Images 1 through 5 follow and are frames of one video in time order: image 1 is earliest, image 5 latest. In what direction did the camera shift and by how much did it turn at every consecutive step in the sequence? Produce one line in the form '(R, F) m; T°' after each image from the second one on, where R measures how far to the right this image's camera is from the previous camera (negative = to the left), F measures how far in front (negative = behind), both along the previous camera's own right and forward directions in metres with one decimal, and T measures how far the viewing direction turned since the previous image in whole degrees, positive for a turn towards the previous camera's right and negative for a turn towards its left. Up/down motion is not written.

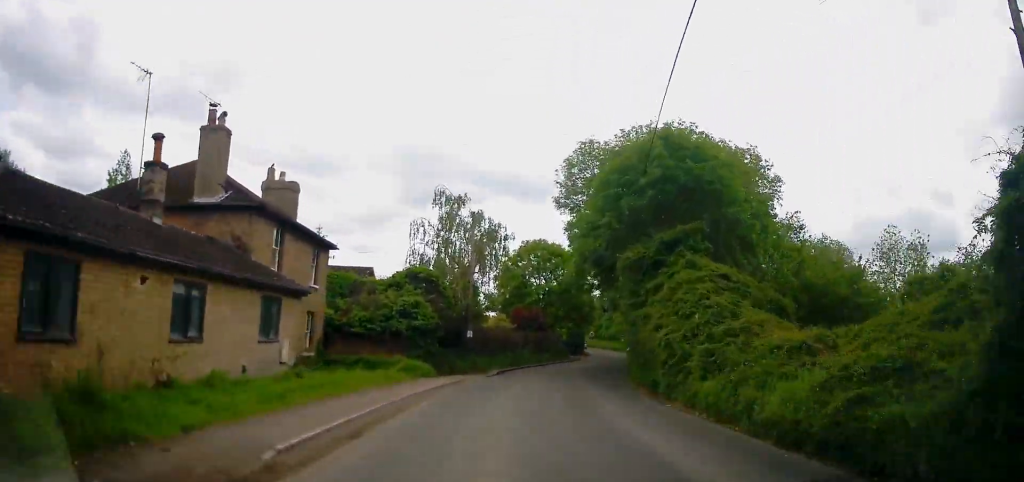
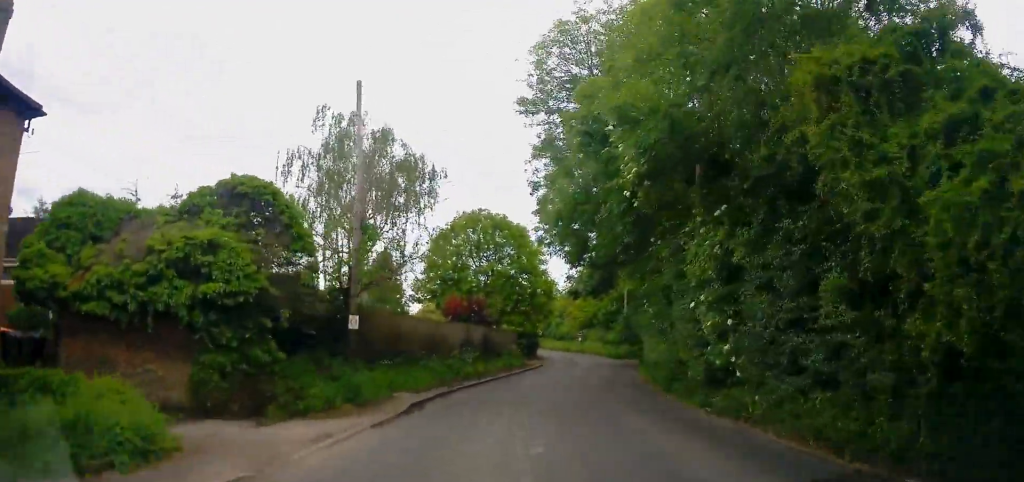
(+0.4, +15.5) m; +5°
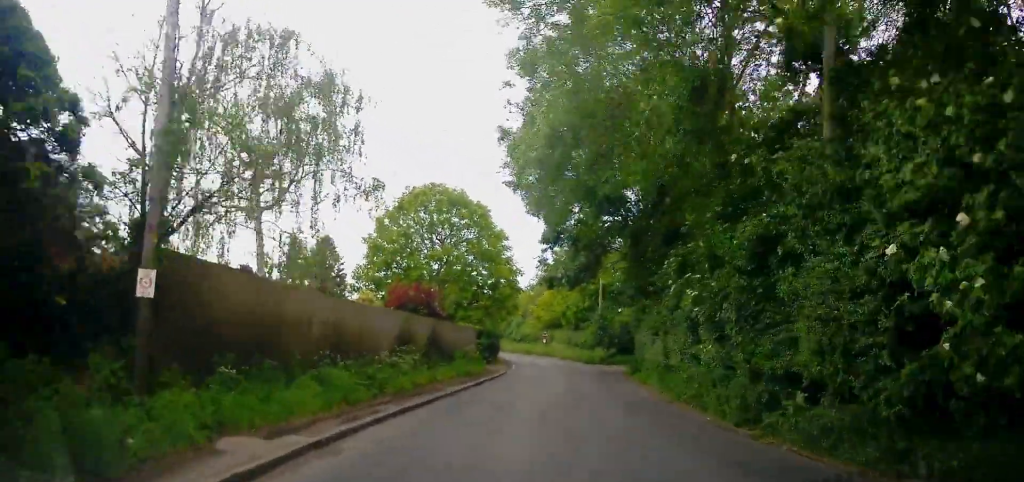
(+0.3, +7.8) m; +3°
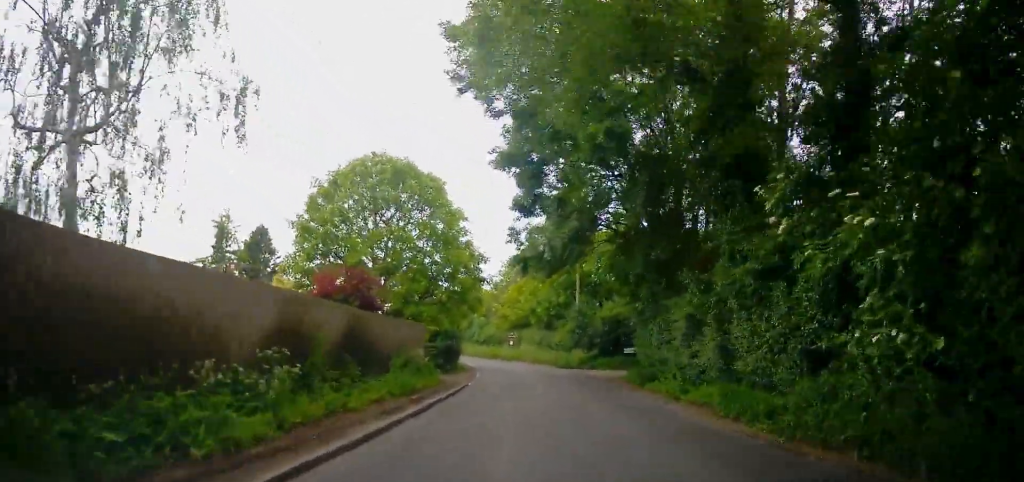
(+0.2, +7.7) m; +2°
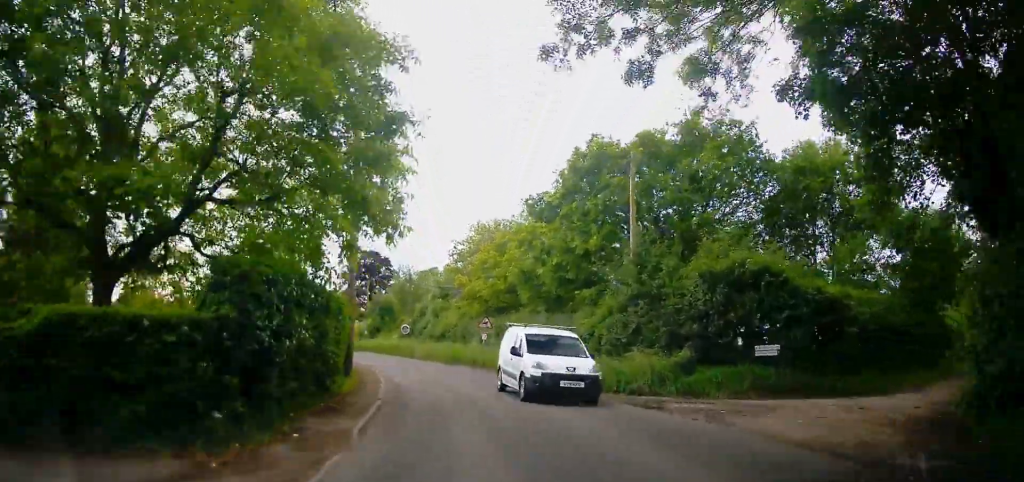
(+1.7, +23.7) m; +6°
